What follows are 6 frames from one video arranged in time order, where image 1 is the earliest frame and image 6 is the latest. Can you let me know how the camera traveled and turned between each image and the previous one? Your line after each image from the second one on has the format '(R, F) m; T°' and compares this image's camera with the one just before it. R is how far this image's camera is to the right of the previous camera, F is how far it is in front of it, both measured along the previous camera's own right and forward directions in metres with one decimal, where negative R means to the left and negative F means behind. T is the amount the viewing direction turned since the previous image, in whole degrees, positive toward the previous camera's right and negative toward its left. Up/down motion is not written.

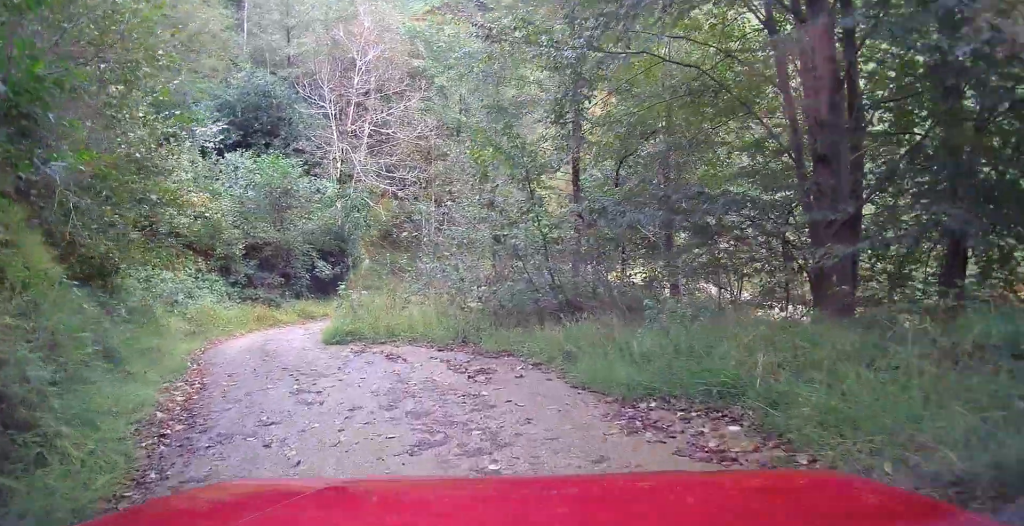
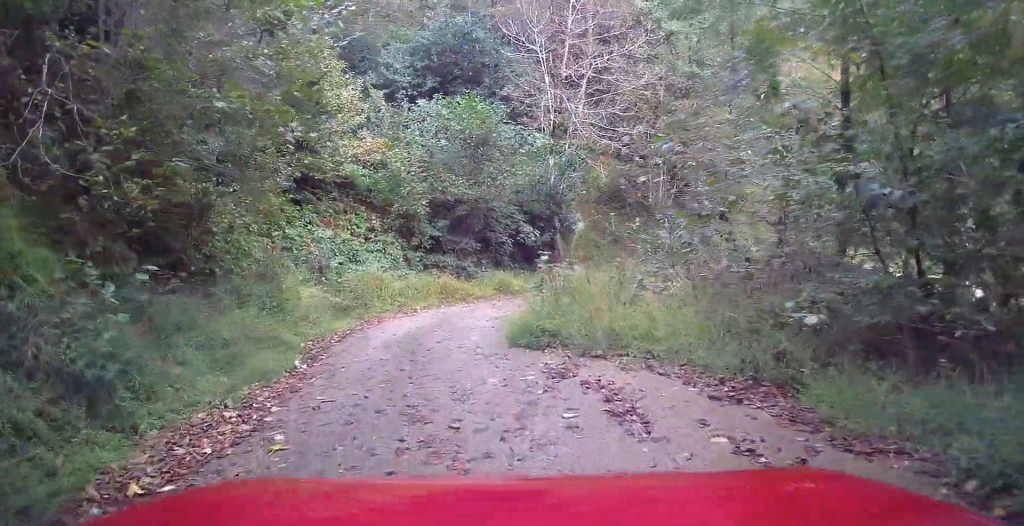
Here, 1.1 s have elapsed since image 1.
(-0.5, +3.8) m; -17°
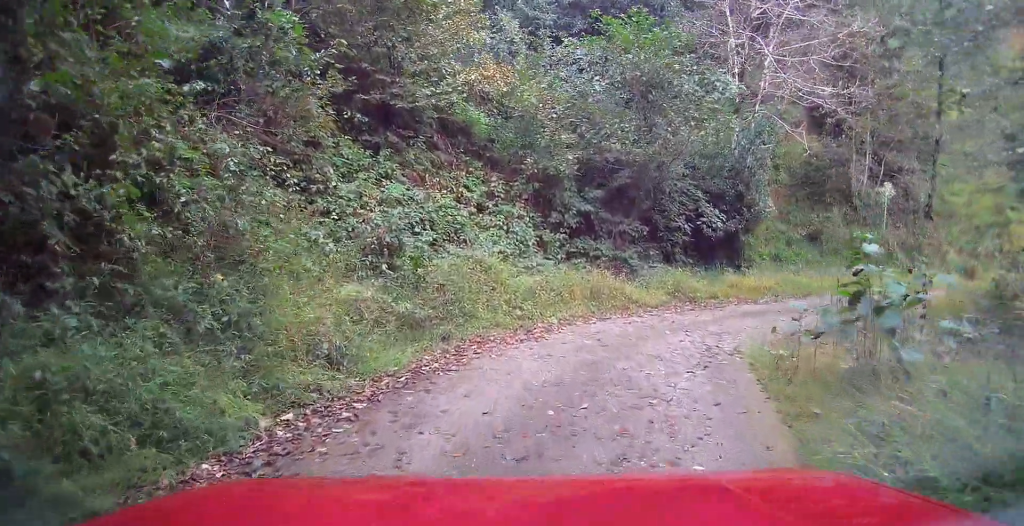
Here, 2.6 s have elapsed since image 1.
(-1.5, +4.6) m; -32°
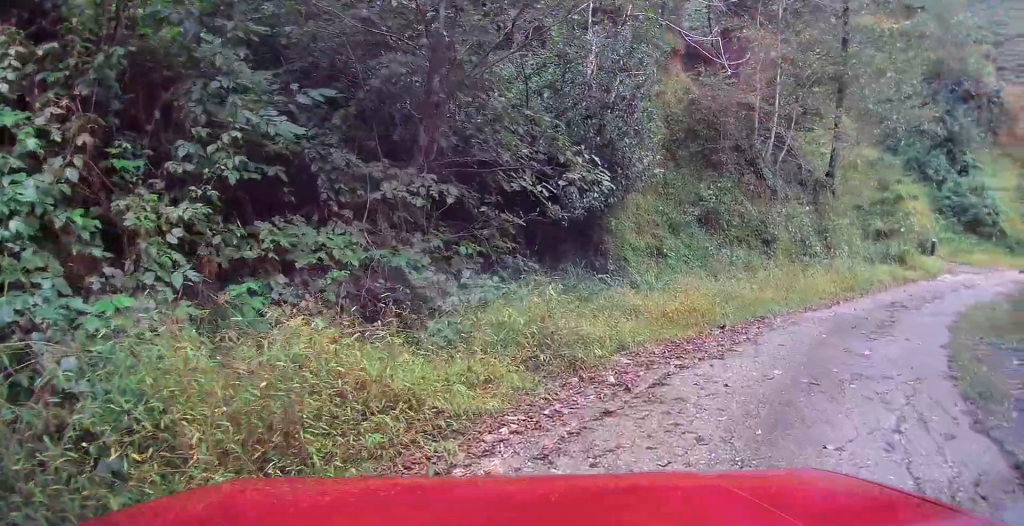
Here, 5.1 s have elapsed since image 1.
(-0.2, +9.1) m; +14°
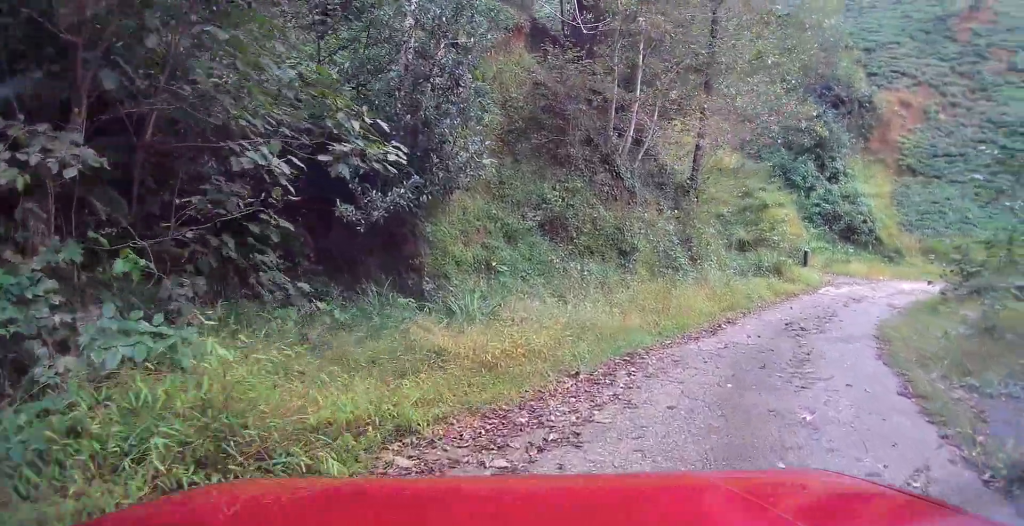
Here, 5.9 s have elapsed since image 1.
(+0.3, +3.0) m; +17°
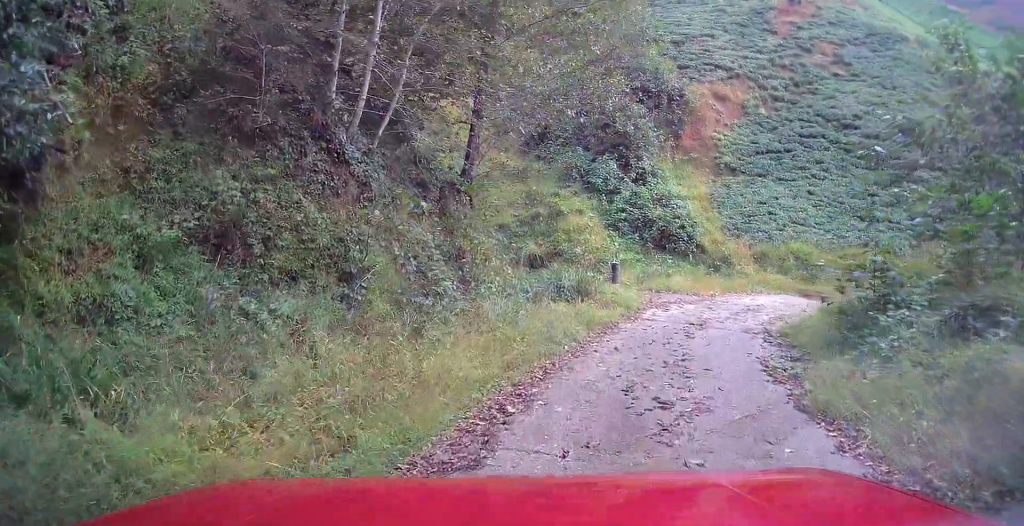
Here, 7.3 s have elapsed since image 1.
(+1.3, +5.1) m; +20°
